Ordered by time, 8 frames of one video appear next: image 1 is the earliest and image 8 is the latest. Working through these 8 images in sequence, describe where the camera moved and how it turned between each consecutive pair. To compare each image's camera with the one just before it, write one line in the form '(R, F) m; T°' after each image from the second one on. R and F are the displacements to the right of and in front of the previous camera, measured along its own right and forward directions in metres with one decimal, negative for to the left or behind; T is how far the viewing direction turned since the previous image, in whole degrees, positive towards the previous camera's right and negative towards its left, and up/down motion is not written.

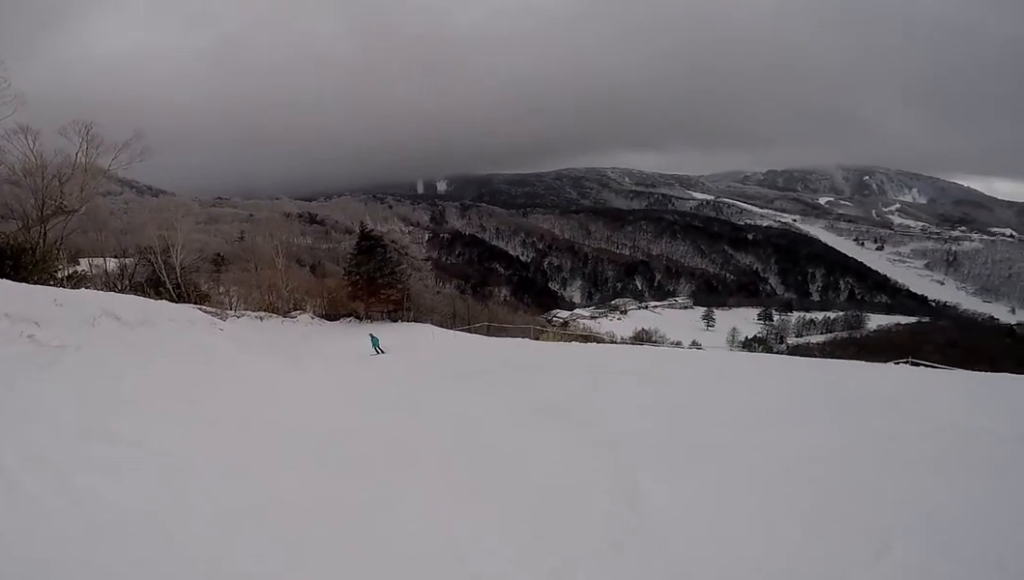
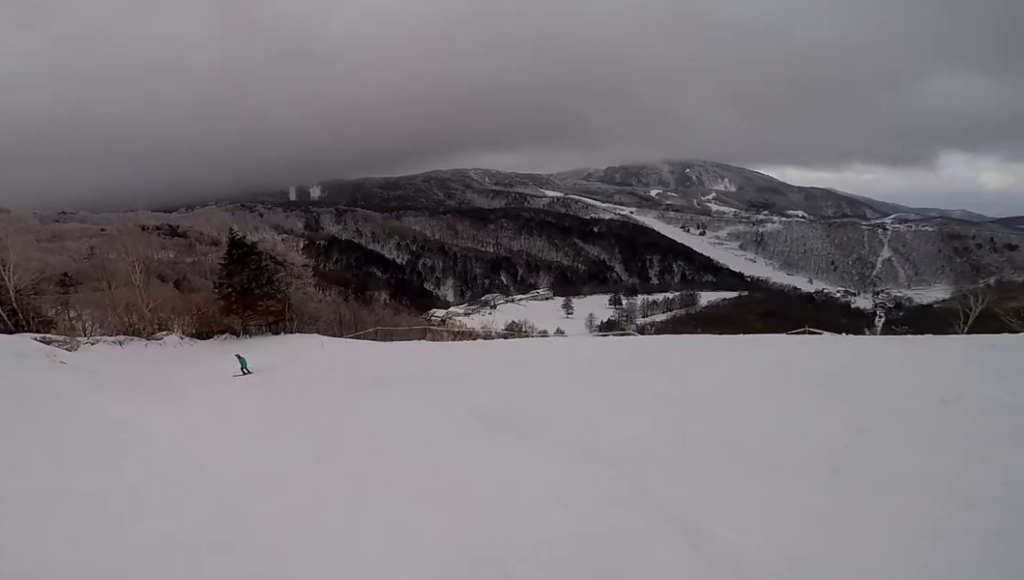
(+0.5, +1.6) m; -1°
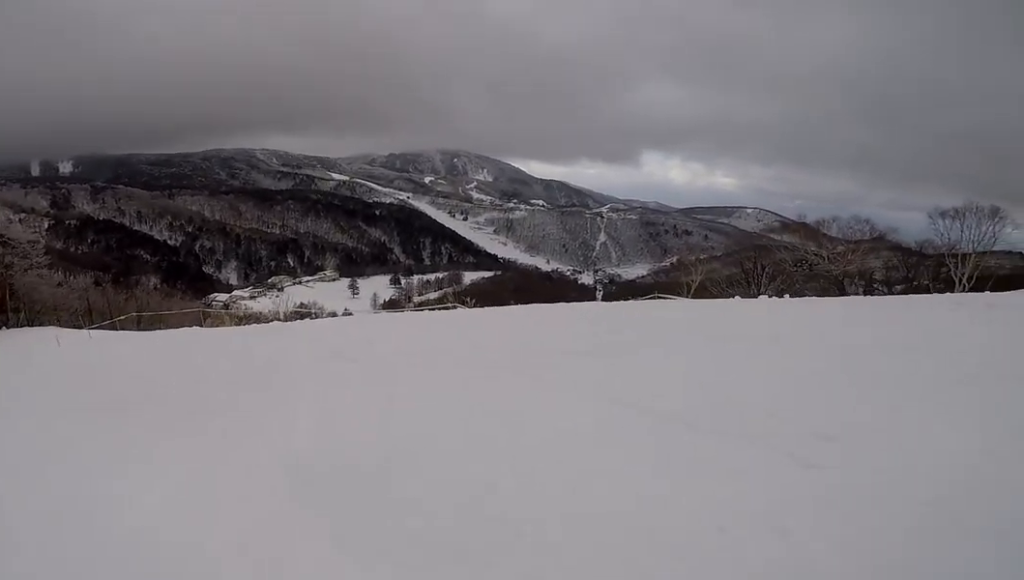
(0.0, +3.1) m; -11°
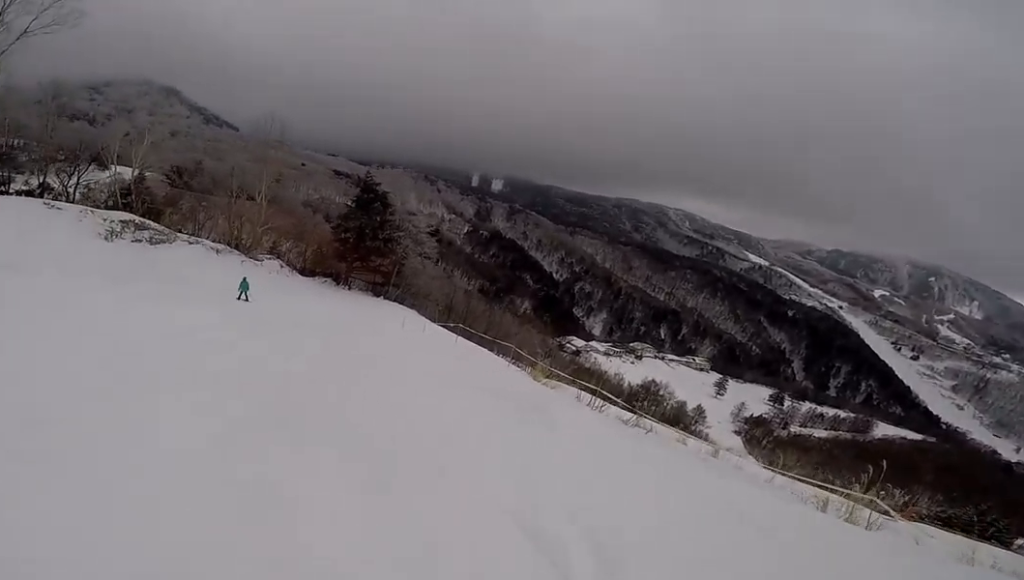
(-0.7, +3.4) m; -17°
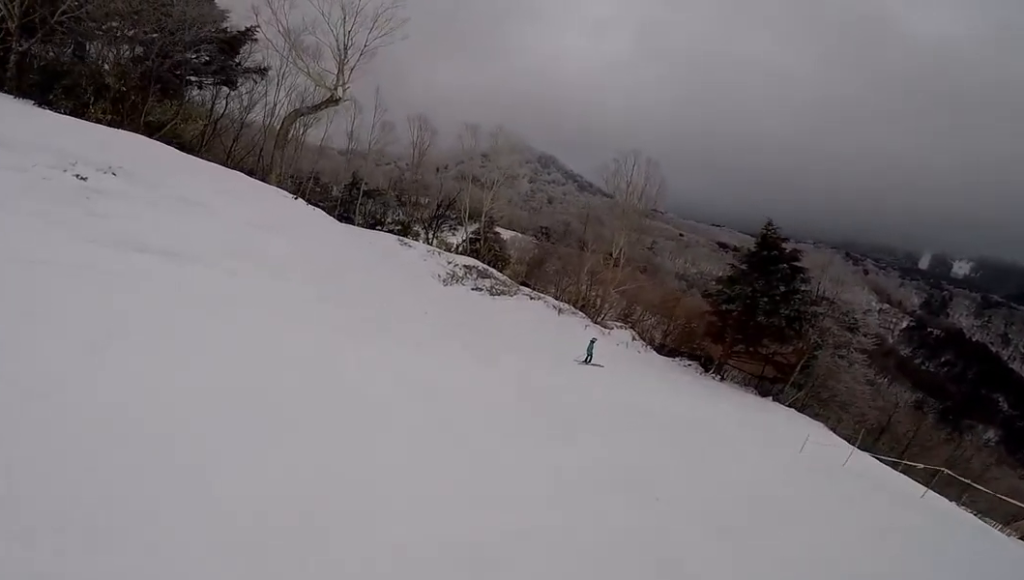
(-1.0, +6.7) m; -4°
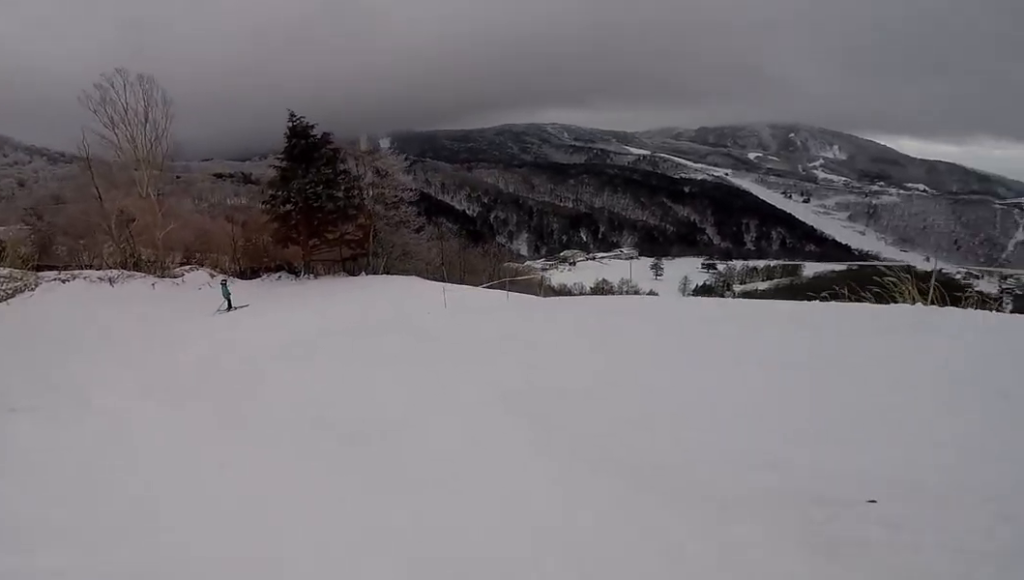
(+1.0, +6.3) m; +7°
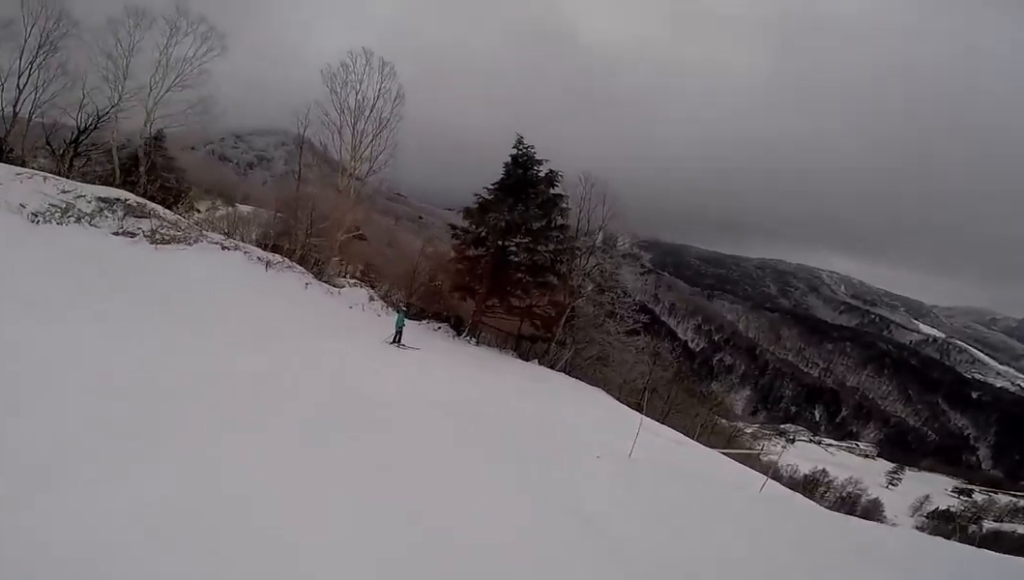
(-0.8, +5.2) m; -23°
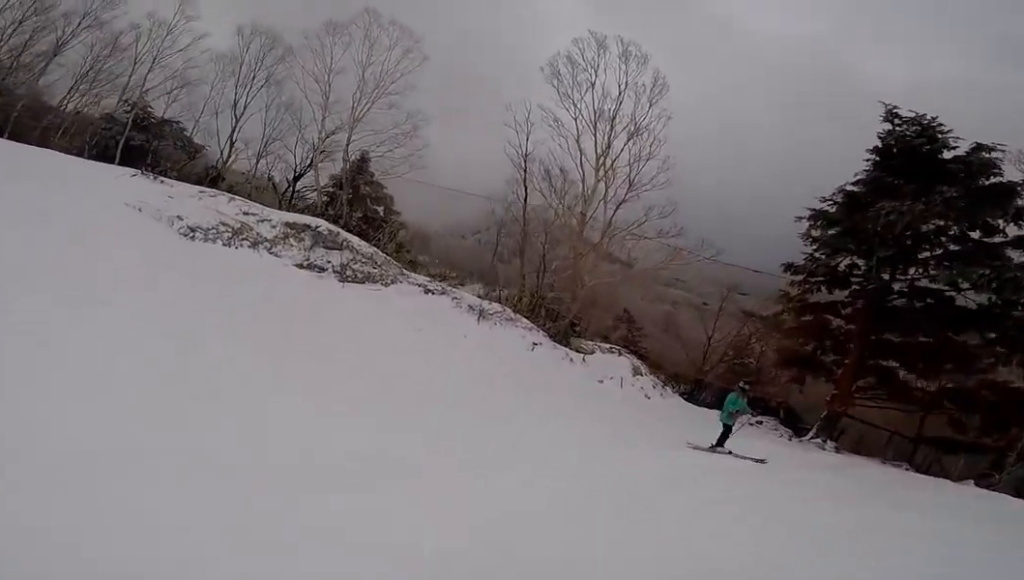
(-1.0, +5.1) m; +3°
